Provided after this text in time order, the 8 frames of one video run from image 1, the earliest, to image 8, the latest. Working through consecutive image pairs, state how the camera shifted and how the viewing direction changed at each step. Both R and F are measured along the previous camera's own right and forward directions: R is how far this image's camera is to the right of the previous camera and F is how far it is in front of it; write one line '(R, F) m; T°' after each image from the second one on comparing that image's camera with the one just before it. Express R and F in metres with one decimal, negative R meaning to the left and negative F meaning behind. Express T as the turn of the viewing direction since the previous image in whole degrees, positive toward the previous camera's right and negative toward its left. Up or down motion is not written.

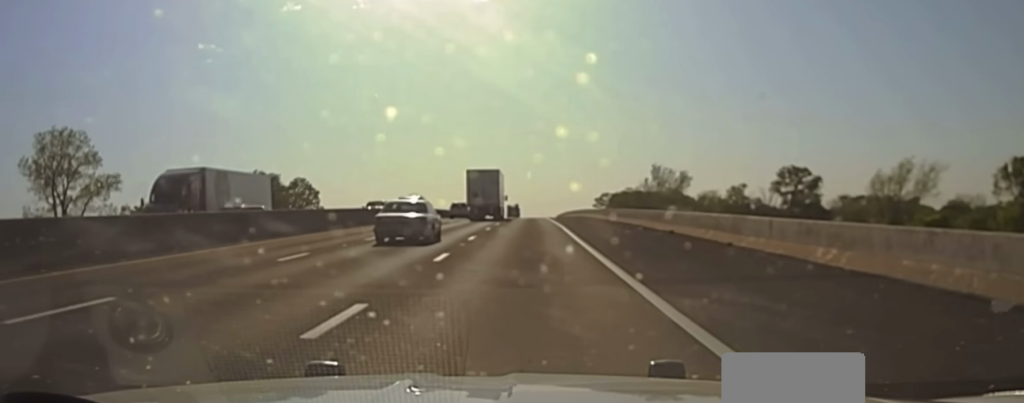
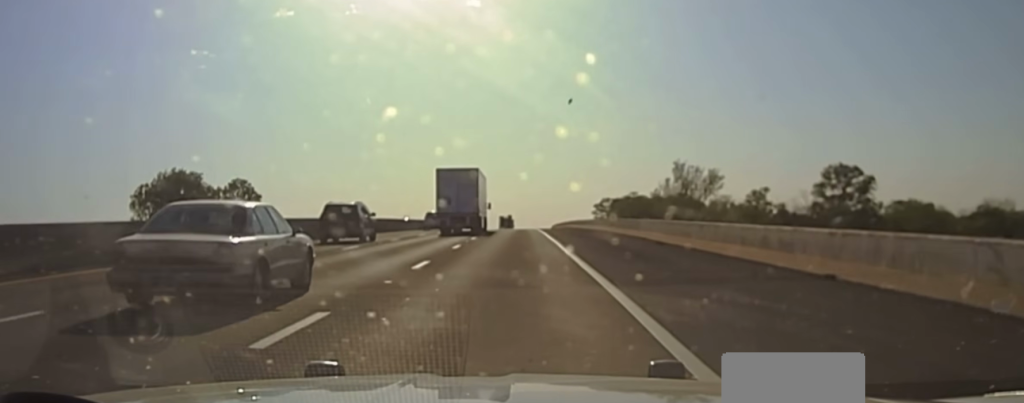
(-0.2, +38.4) m; 0°
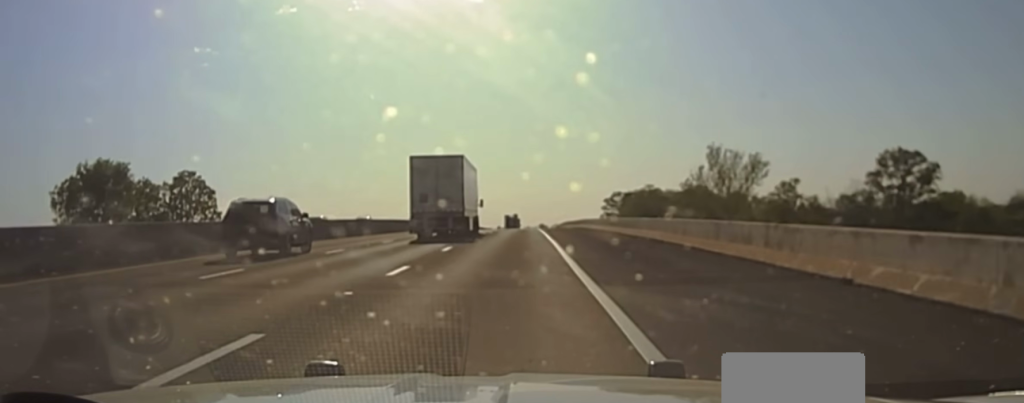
(+0.1, +25.8) m; 0°
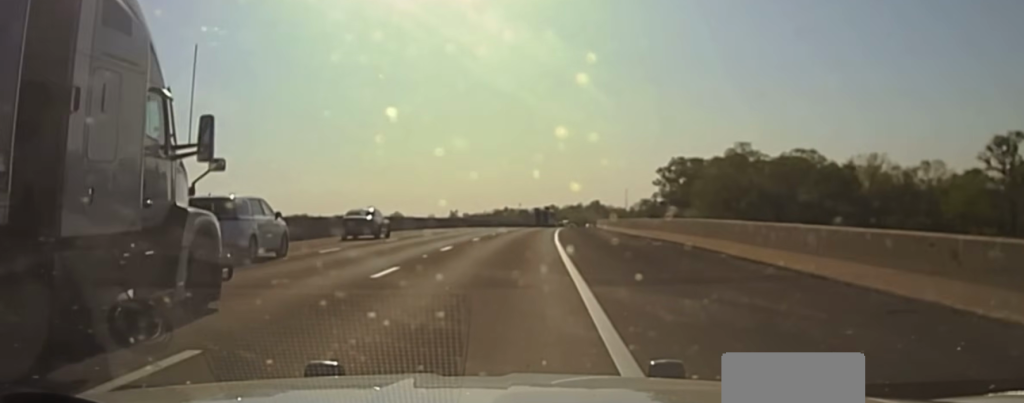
(-0.2, +129.0) m; 0°
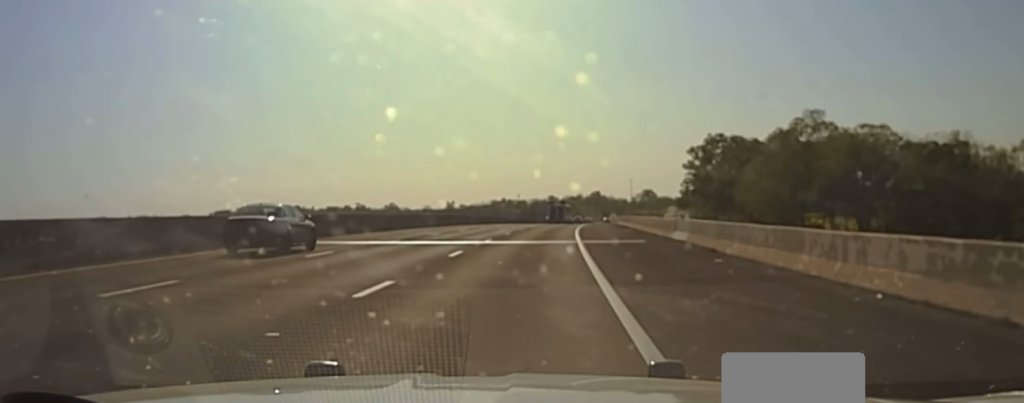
(+0.2, +43.3) m; +1°
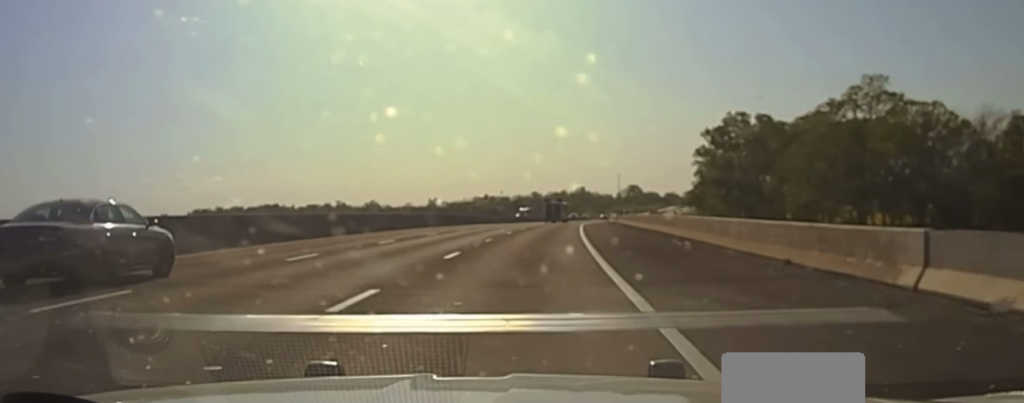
(+0.3, +25.6) m; 0°
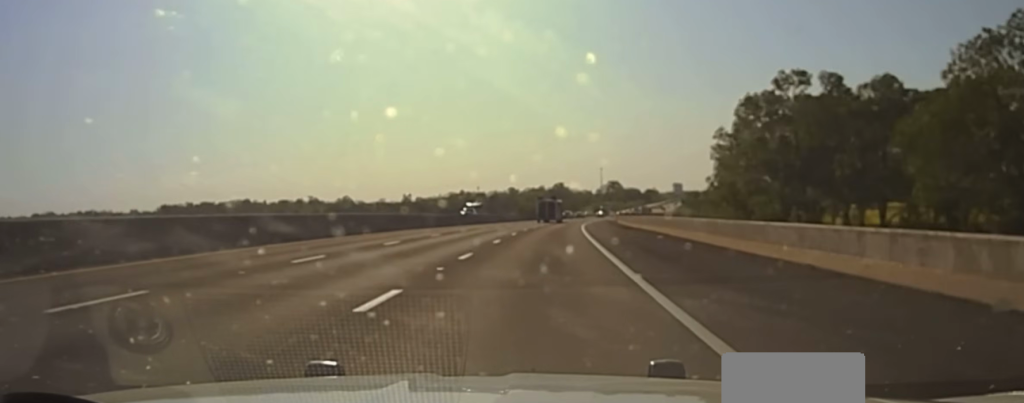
(+0.1, +29.0) m; +1°
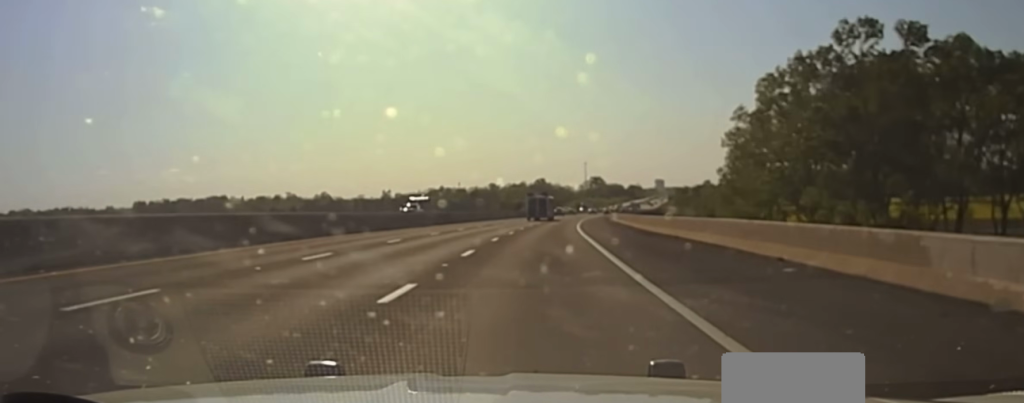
(-0.2, +15.4) m; +1°
